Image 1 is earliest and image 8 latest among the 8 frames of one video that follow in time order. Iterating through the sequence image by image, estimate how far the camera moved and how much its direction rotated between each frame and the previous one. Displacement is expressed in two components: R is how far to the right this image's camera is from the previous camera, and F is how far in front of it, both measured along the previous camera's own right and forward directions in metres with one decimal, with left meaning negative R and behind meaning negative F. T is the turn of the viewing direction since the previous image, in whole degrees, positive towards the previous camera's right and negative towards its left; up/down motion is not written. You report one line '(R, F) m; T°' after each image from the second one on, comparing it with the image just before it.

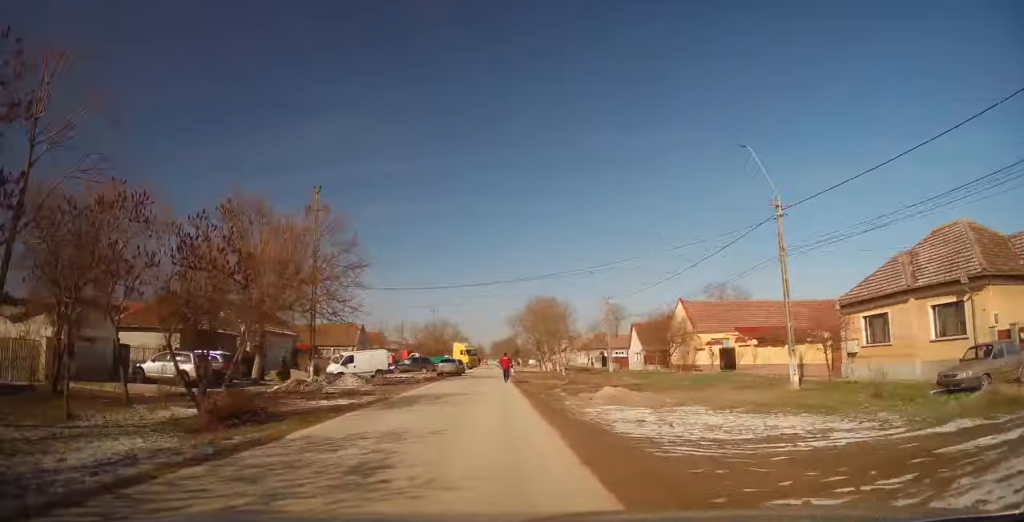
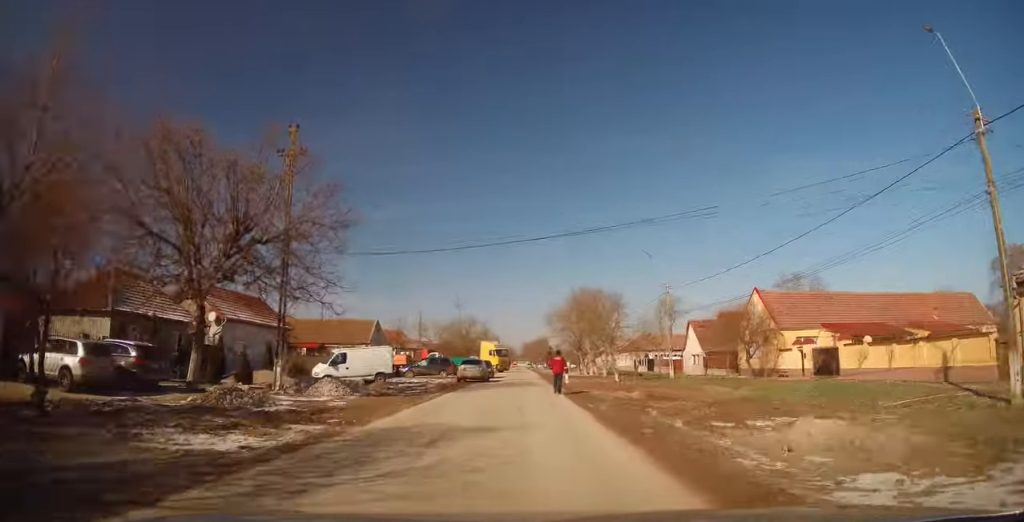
(-0.3, +9.9) m; -1°
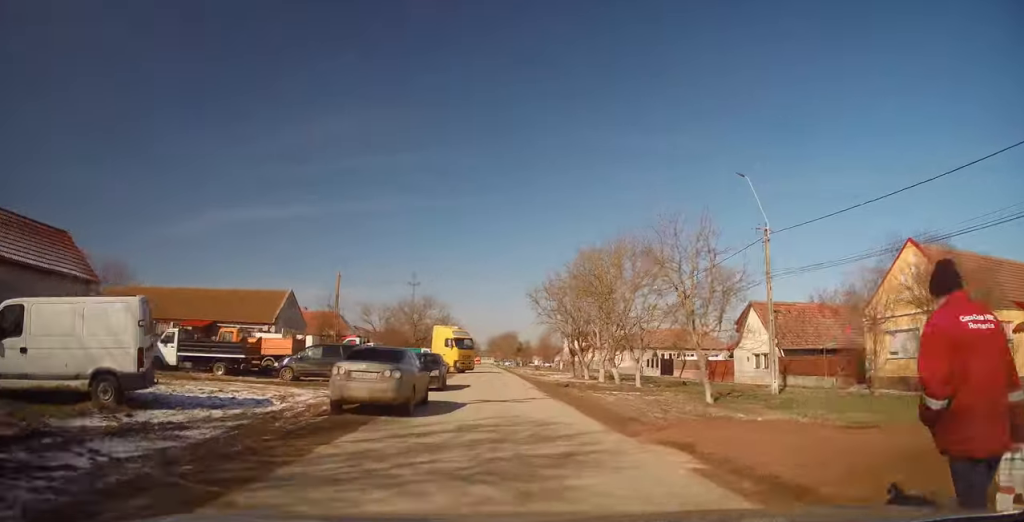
(+0.6, +21.8) m; +4°
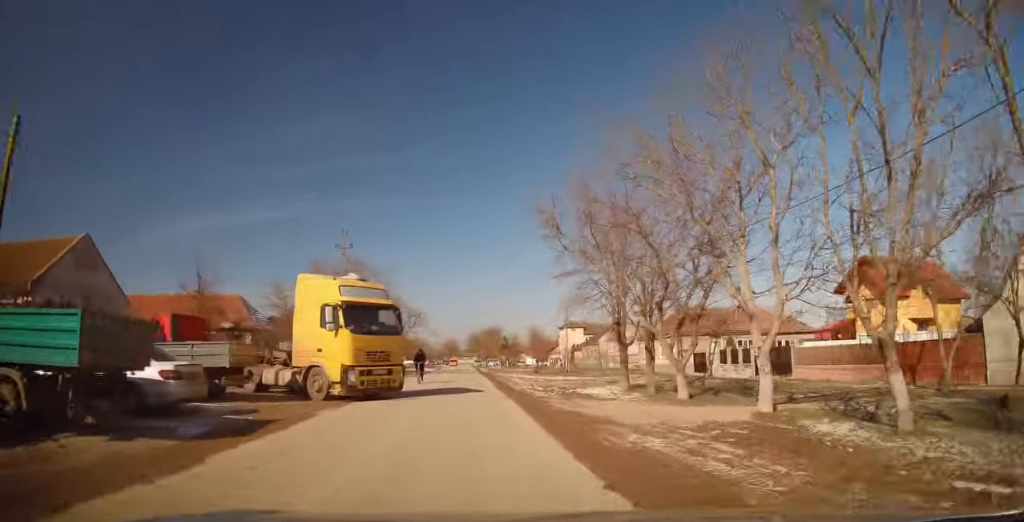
(+0.4, +27.6) m; +1°
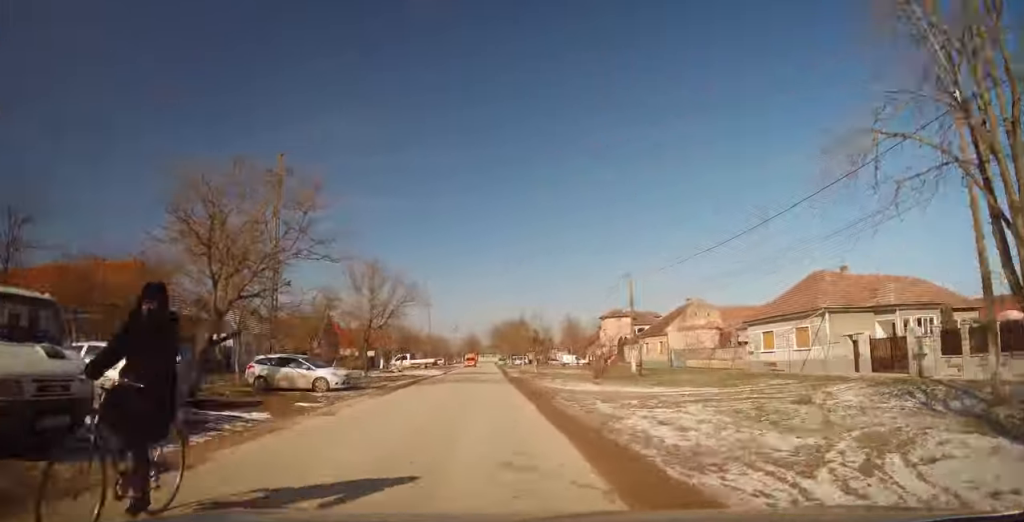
(+0.1, +20.9) m; -1°
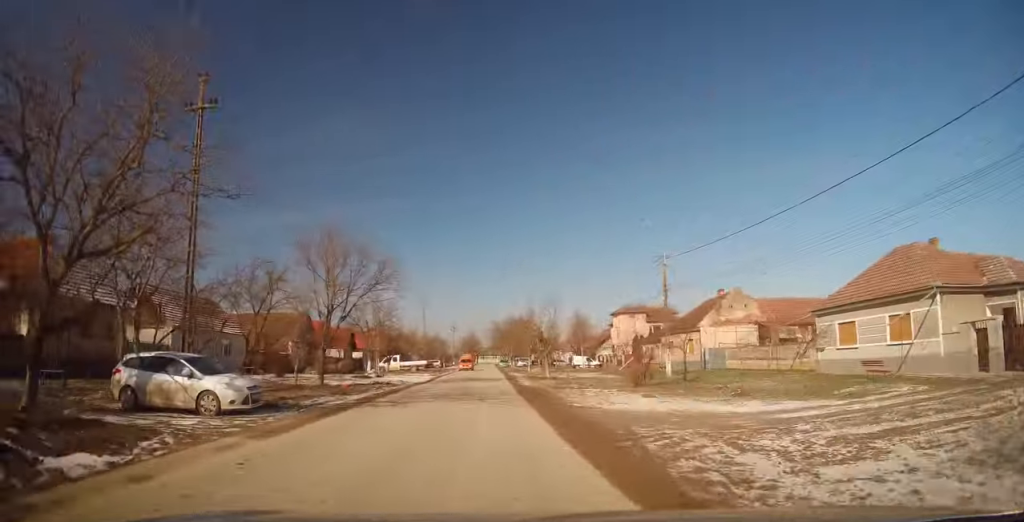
(-0.4, +9.1) m; 0°
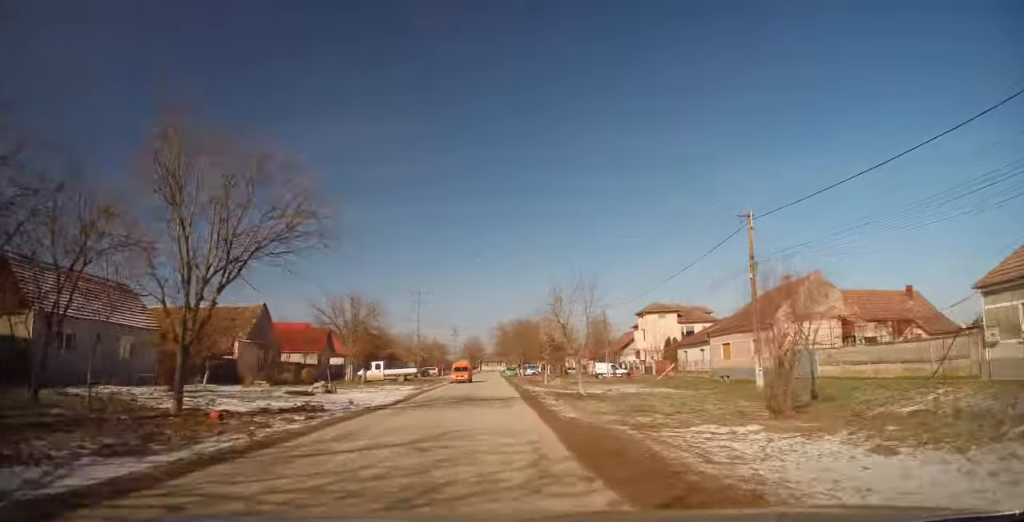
(+0.1, +12.7) m; 0°
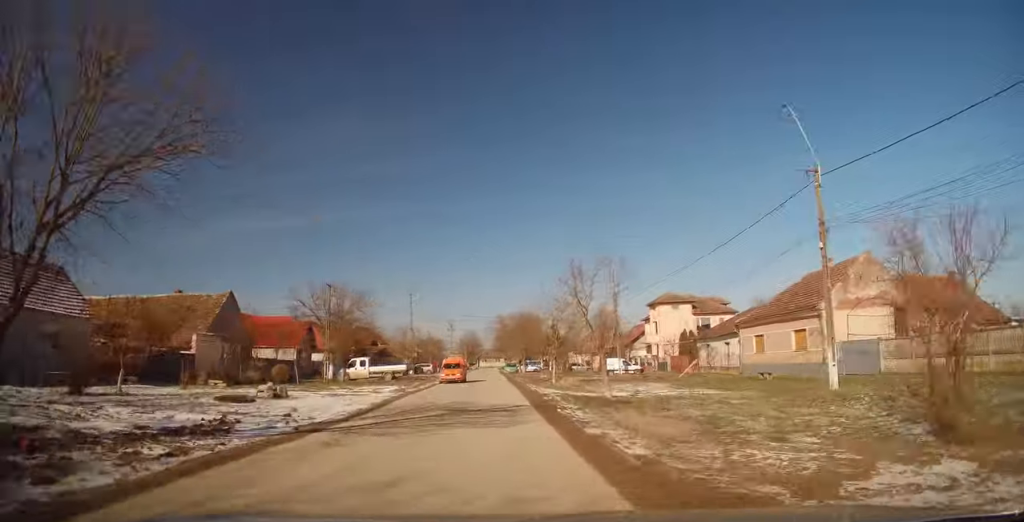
(+0.2, +6.1) m; 0°
